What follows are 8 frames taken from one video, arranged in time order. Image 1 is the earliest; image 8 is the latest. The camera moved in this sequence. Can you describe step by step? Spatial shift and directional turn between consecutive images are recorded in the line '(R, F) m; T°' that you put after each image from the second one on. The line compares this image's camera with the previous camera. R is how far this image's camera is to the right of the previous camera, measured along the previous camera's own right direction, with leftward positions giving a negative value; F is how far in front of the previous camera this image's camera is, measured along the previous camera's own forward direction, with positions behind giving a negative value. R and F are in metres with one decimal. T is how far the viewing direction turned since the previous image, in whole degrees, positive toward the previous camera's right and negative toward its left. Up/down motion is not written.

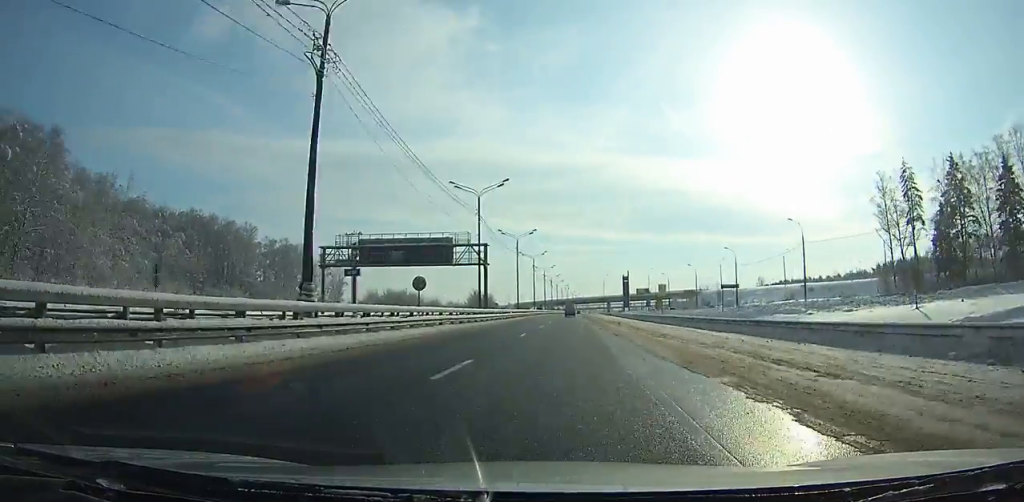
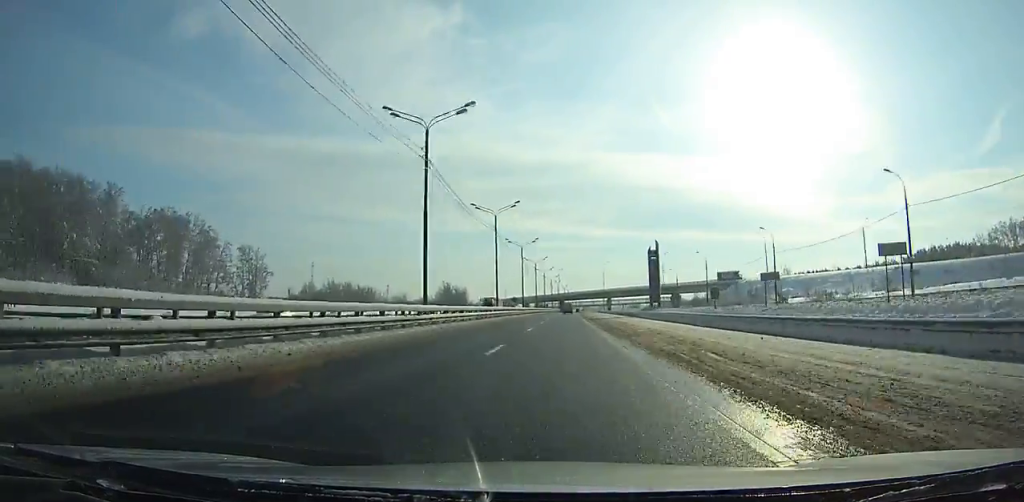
(+1.0, +61.4) m; +1°
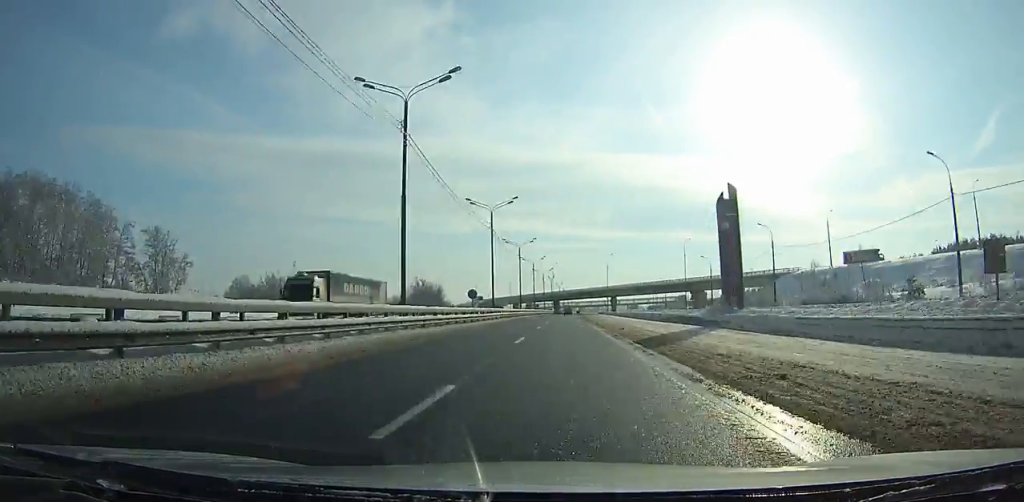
(-0.3, +43.6) m; 0°
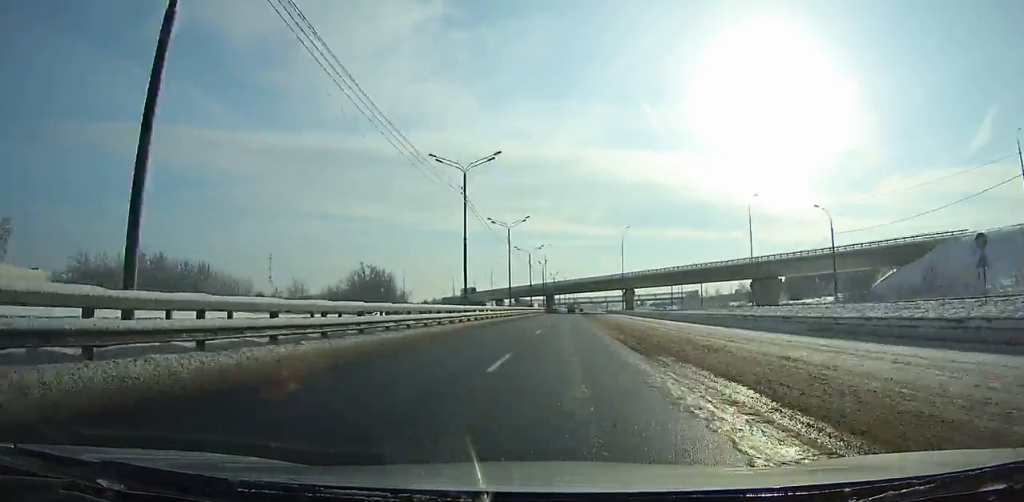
(+0.1, +60.3) m; 0°
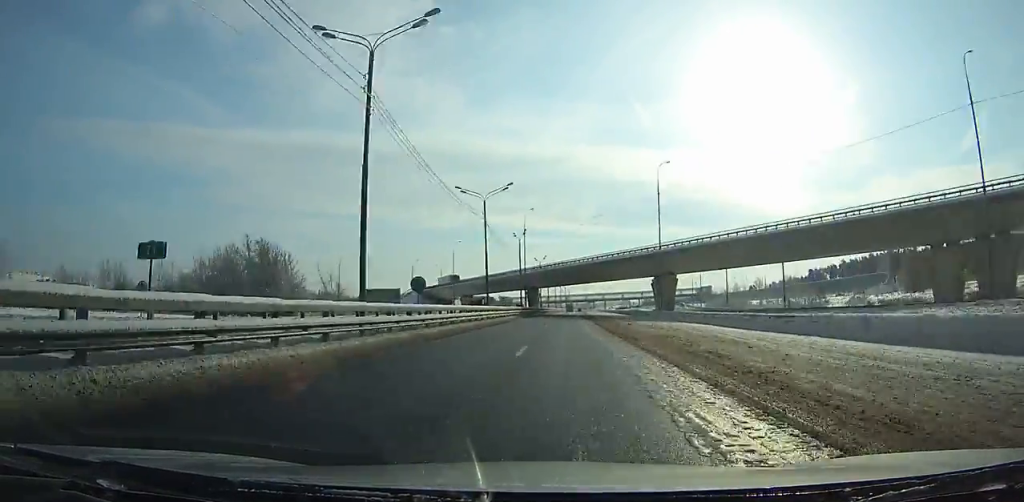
(+0.3, +61.0) m; +1°
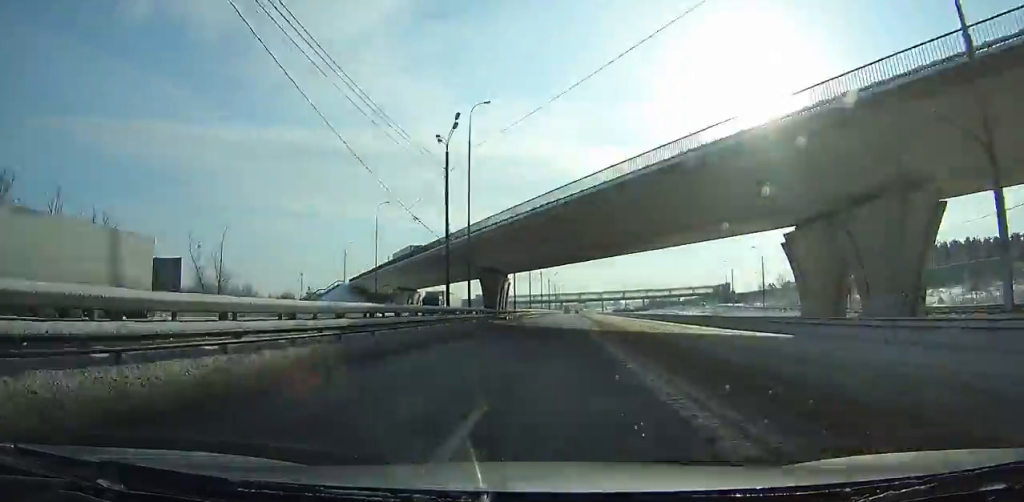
(+0.4, +61.1) m; +1°
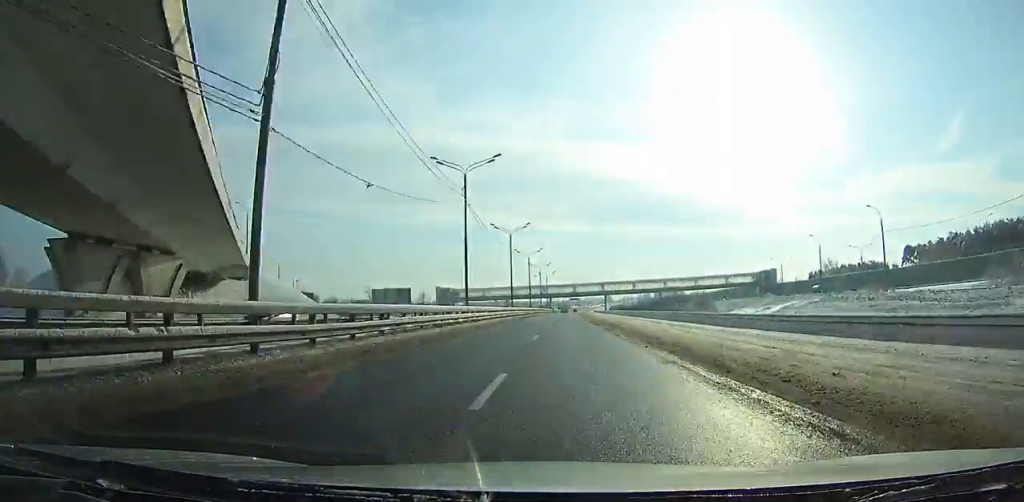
(+0.9, +79.7) m; +1°
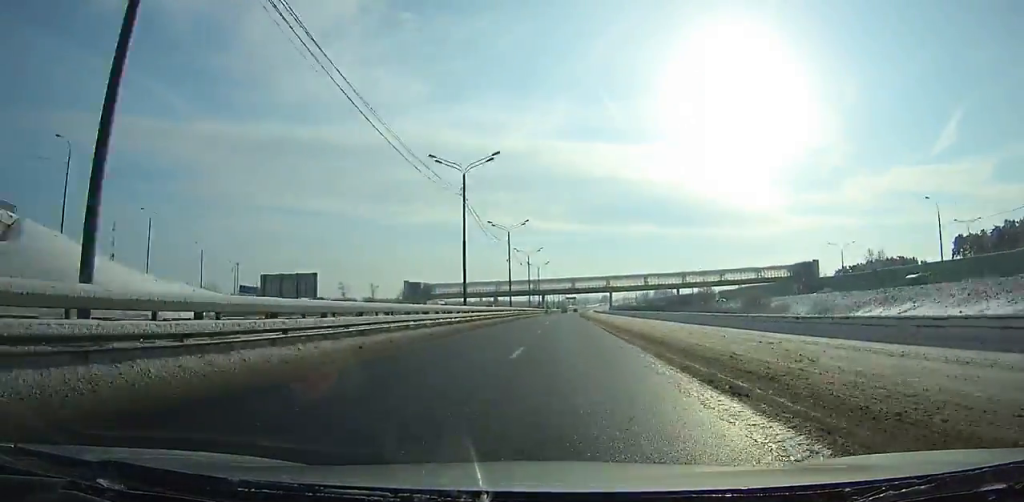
(+0.2, +41.0) m; +1°
